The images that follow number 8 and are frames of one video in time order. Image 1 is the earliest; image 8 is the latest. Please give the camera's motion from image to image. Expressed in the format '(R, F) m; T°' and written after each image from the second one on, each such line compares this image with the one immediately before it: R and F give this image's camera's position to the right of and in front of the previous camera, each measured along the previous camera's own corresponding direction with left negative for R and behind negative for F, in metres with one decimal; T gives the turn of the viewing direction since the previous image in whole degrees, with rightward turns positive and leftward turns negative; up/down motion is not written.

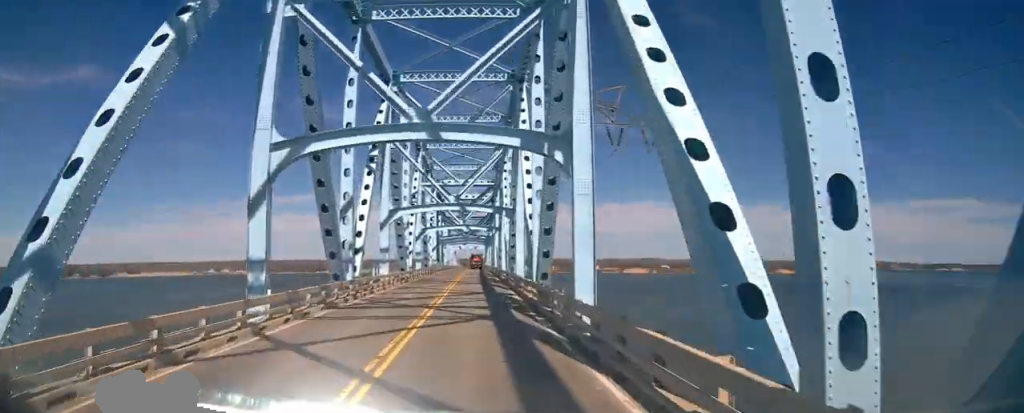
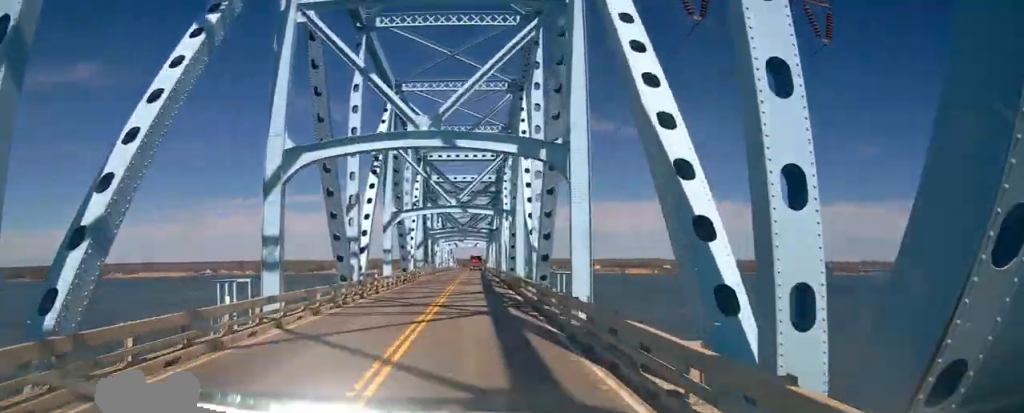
(+0.2, +20.2) m; +1°
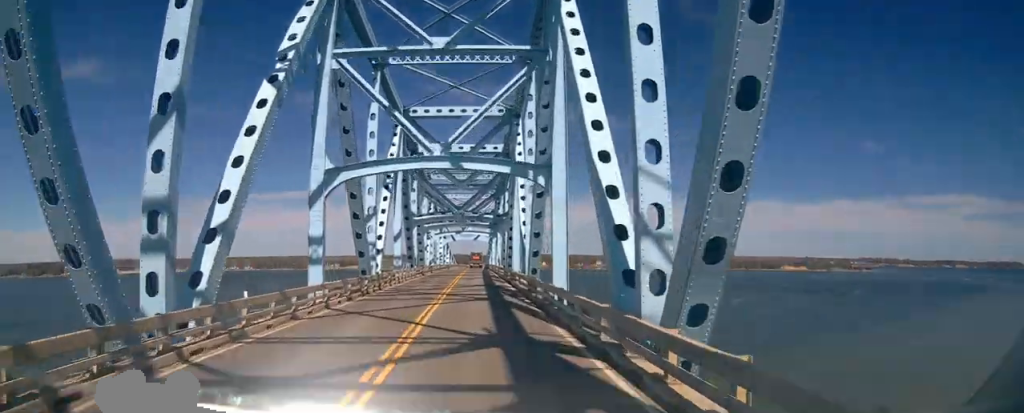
(0.0, +16.5) m; +1°
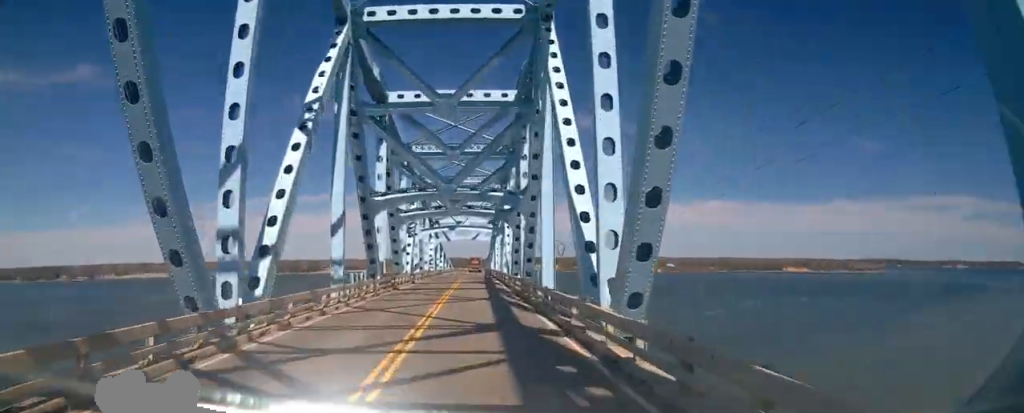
(+0.3, +18.9) m; 0°
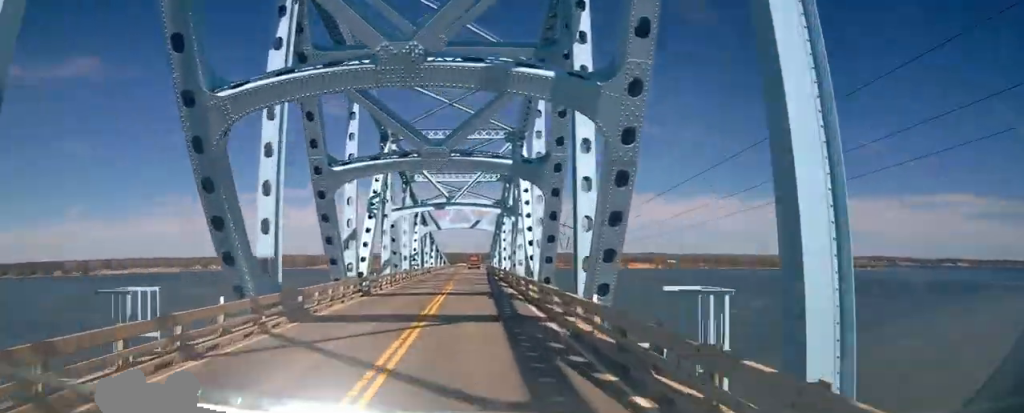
(-0.1, +19.6) m; 0°
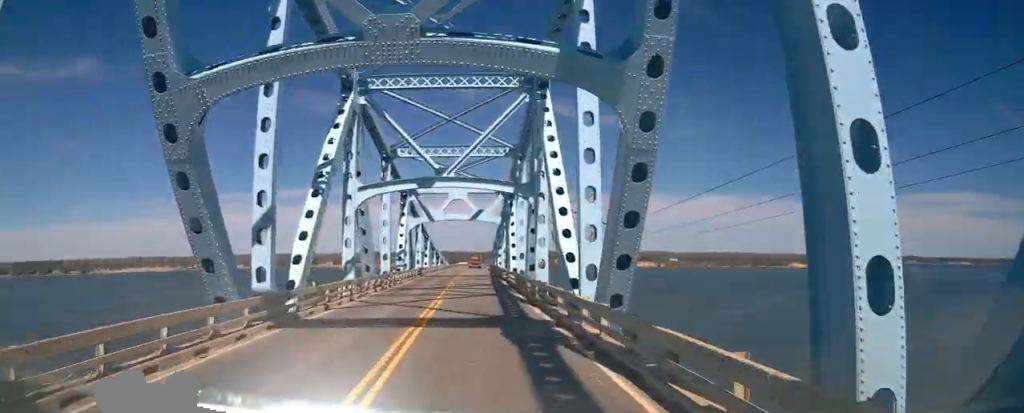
(0.0, +11.7) m; 0°
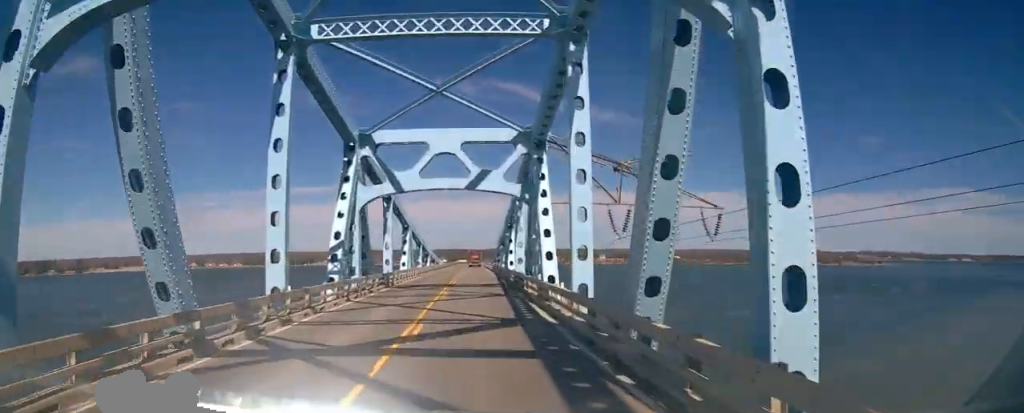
(0.0, +20.9) m; 0°
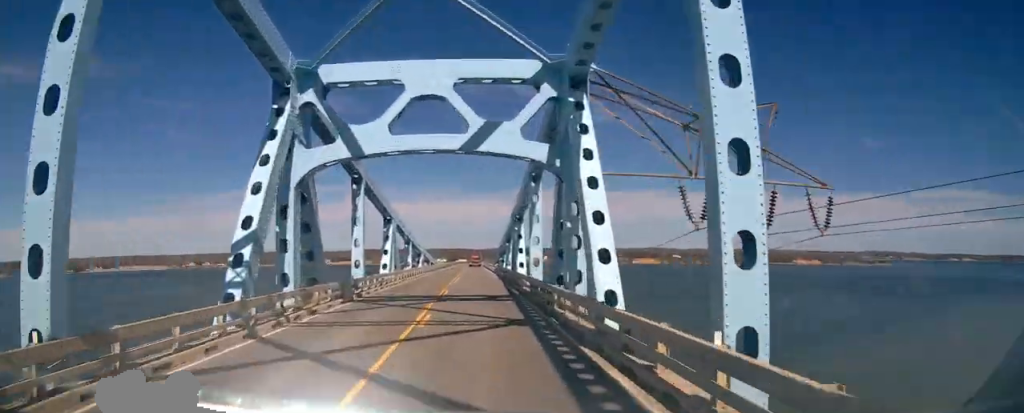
(0.0, +10.0) m; 0°
